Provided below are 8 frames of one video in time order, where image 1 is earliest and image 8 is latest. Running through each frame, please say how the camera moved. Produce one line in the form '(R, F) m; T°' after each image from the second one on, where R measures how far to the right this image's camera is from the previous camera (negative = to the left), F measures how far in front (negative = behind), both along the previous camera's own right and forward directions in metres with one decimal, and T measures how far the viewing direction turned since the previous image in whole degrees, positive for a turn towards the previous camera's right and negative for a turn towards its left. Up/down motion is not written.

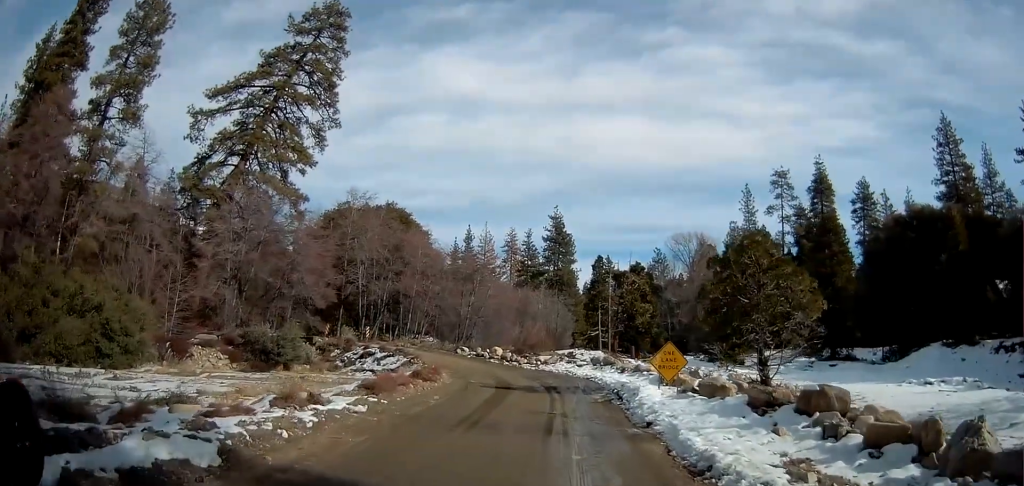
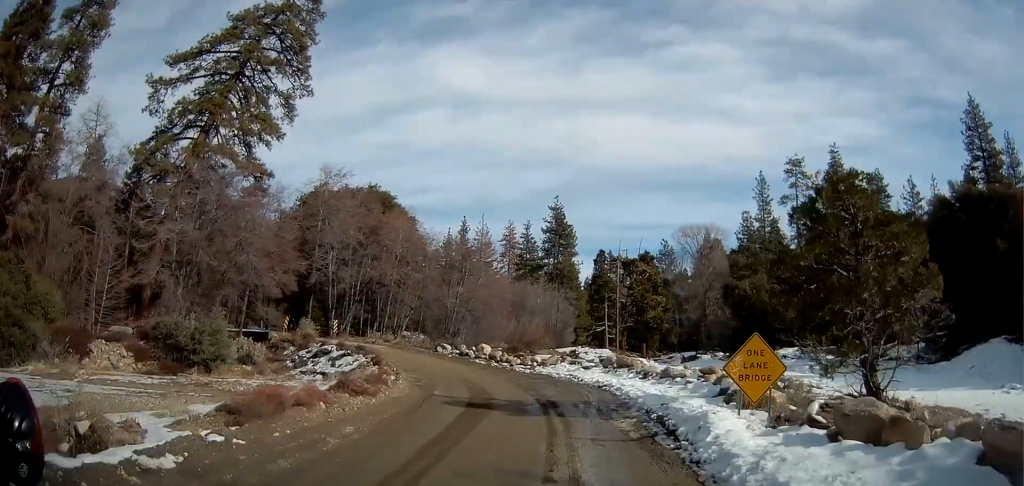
(+0.4, +7.7) m; +2°
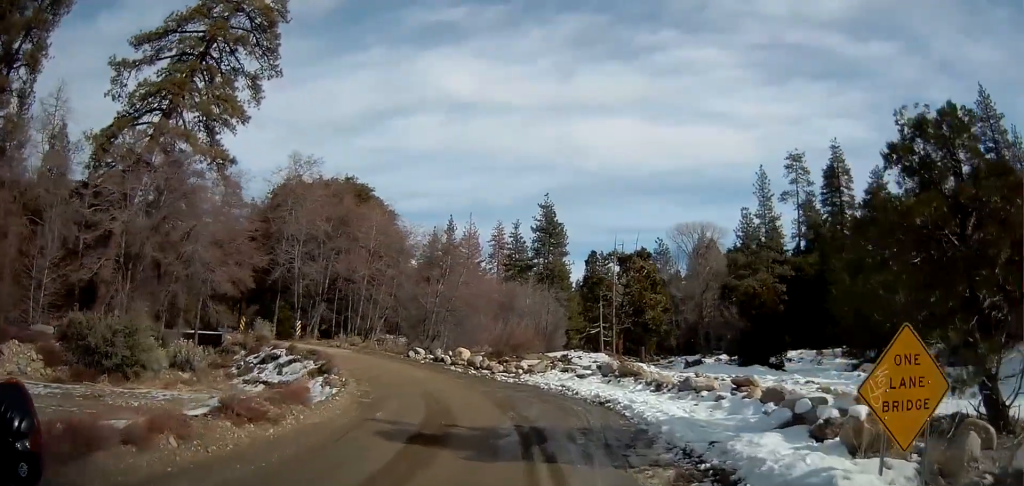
(-0.1, +4.9) m; -2°
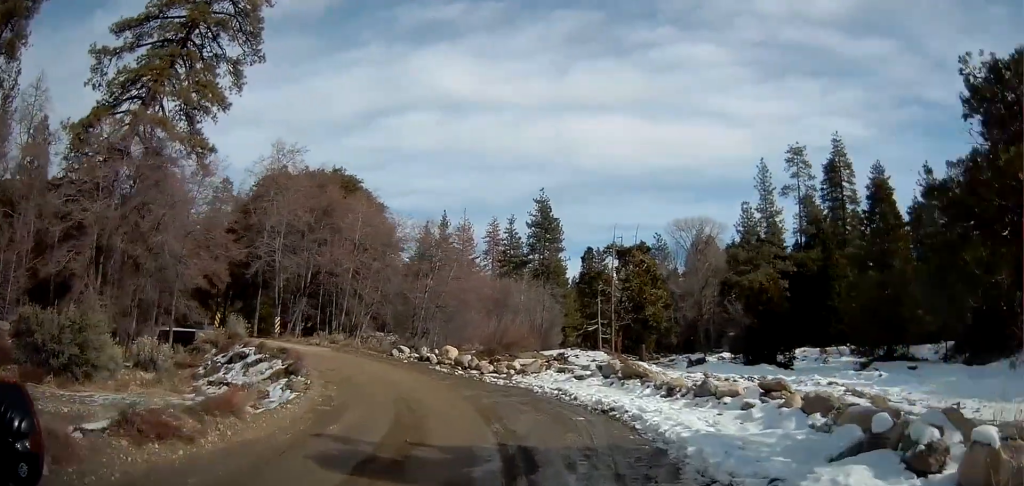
(0.0, +2.5) m; -1°
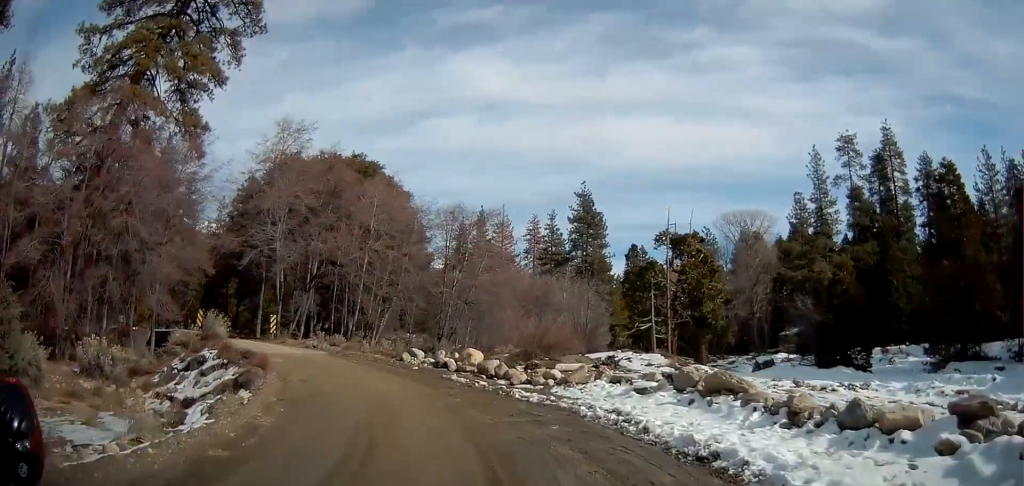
(-0.1, +6.0) m; -5°
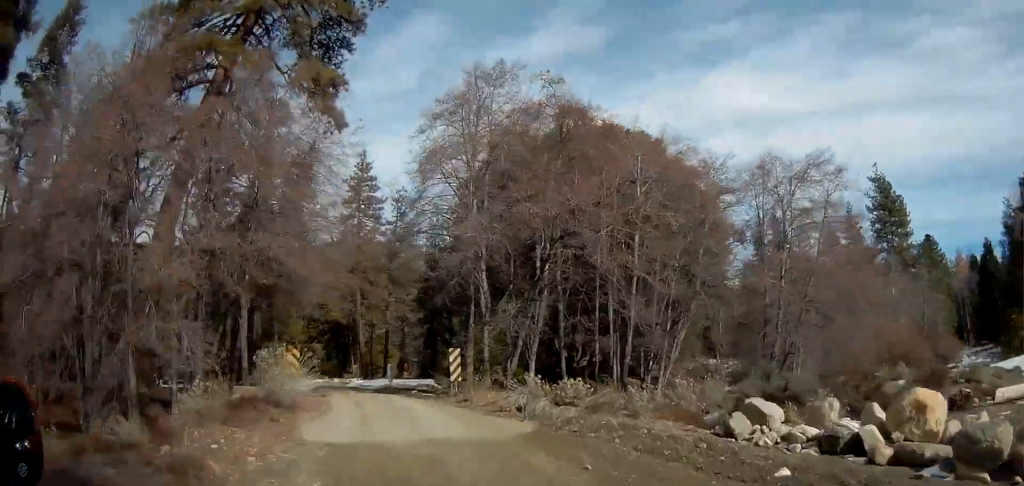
(-3.3, +15.3) m; -27°
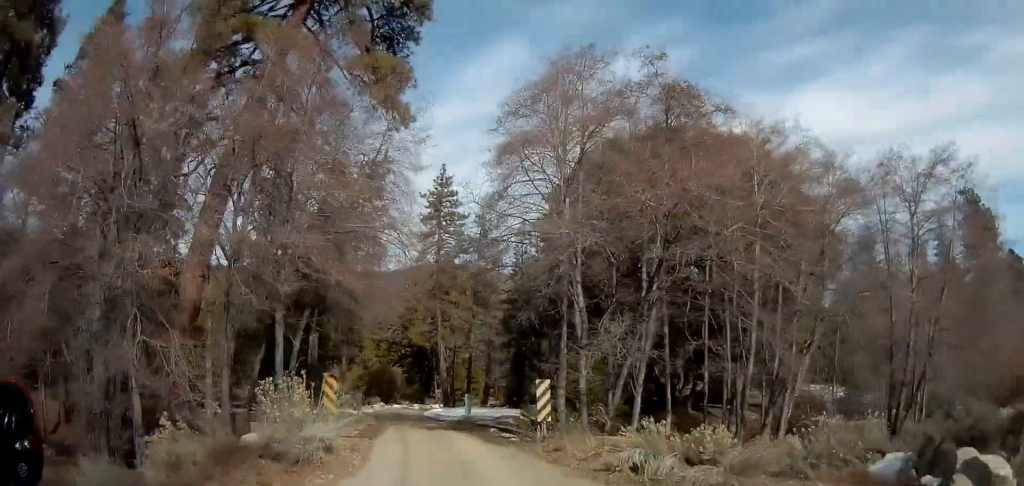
(-0.3, +3.8) m; -9°
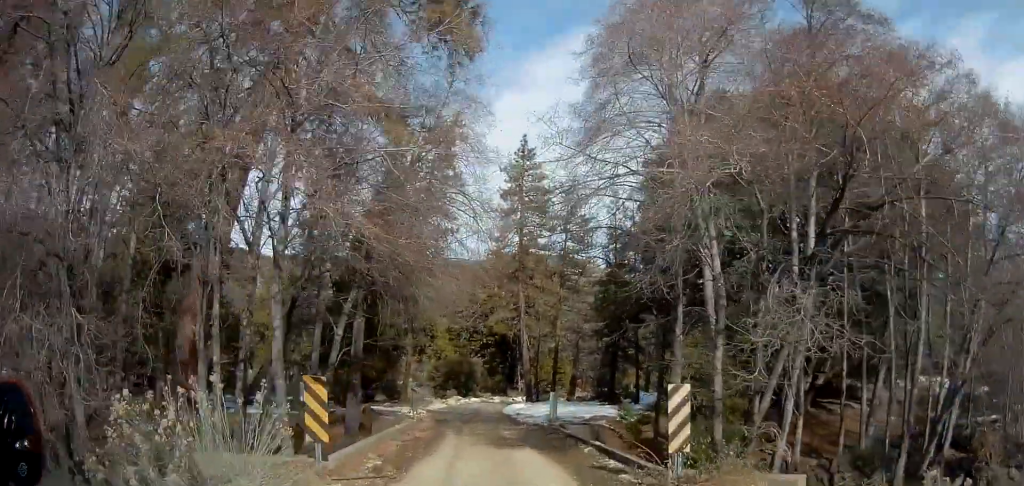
(-0.6, +5.2) m; -10°
